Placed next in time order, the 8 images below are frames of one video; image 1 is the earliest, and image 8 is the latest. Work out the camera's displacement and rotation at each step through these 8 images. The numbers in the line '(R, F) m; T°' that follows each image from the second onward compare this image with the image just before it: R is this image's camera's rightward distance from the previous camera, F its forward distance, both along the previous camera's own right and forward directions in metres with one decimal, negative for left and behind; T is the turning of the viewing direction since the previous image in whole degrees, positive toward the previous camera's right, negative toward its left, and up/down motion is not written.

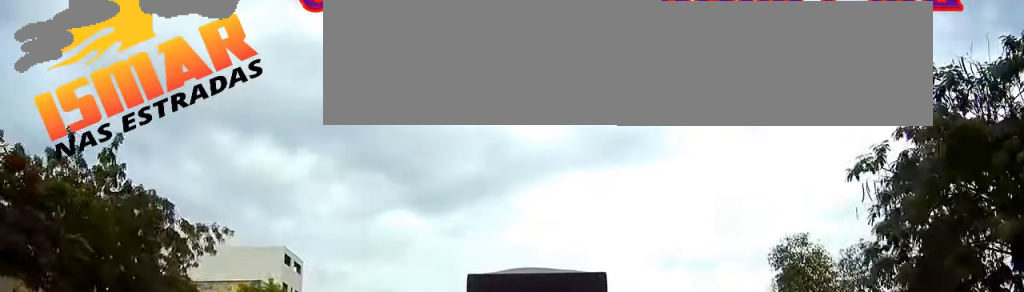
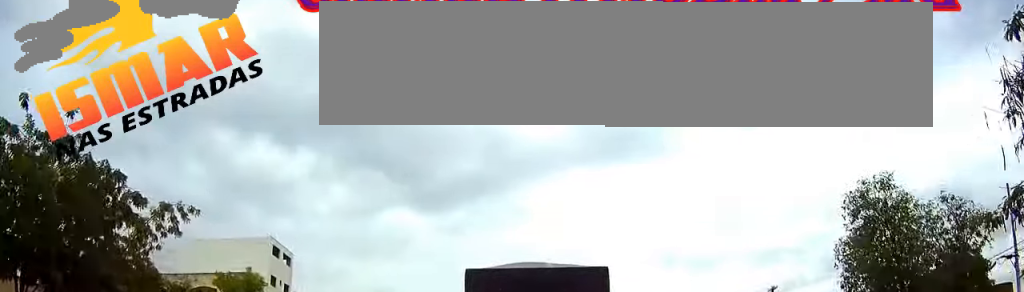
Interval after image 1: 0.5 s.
(+0.1, +3.6) m; 0°
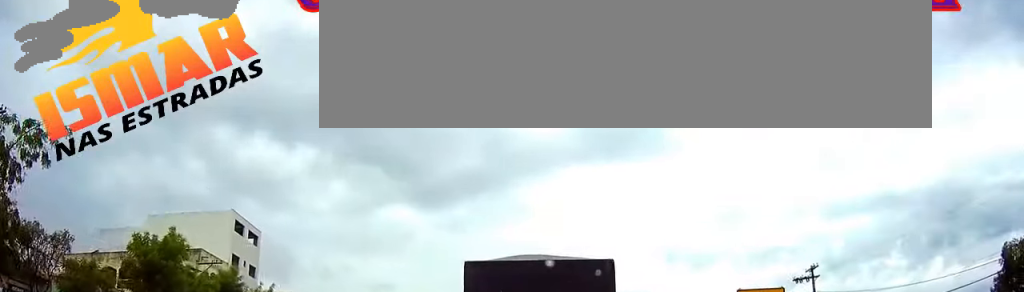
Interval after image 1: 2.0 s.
(-0.2, +10.2) m; -1°
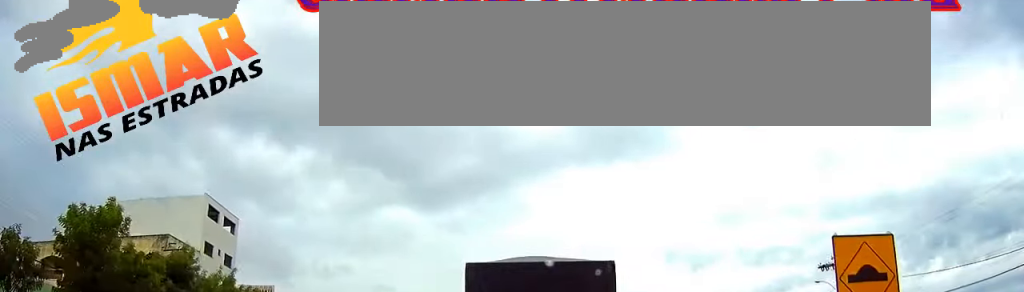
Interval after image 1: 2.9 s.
(+0.1, +5.8) m; 0°
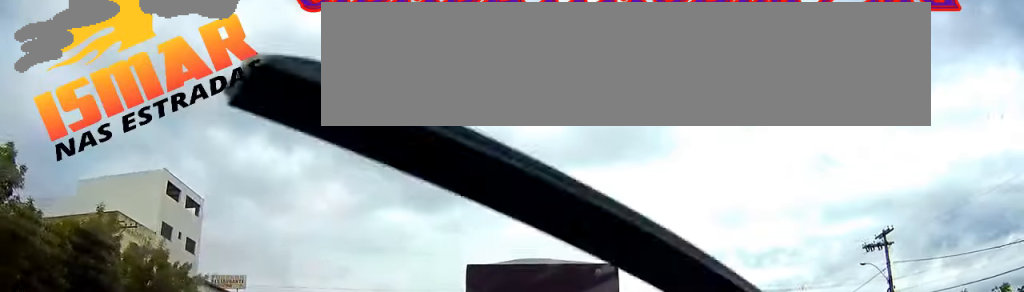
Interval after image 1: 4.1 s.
(0.0, +7.7) m; -1°
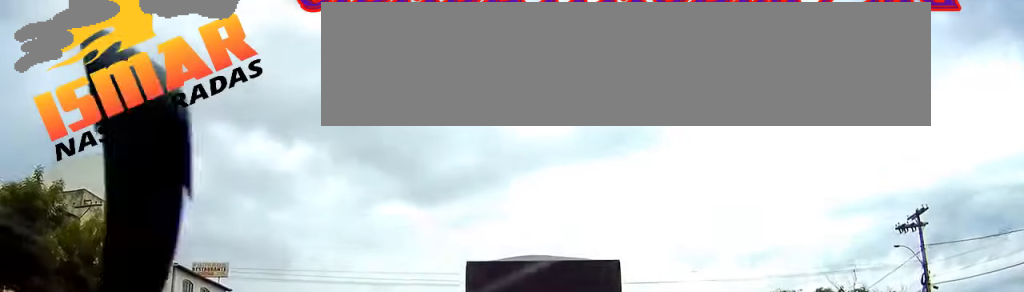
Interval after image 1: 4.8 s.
(-0.1, +4.5) m; 0°
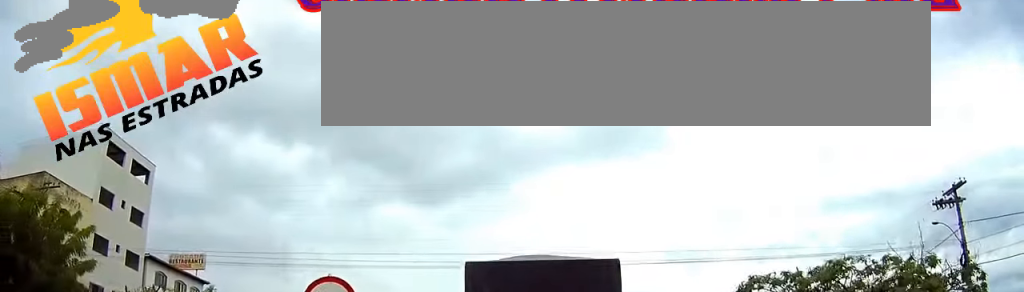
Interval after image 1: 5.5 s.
(+0.1, +4.5) m; +1°
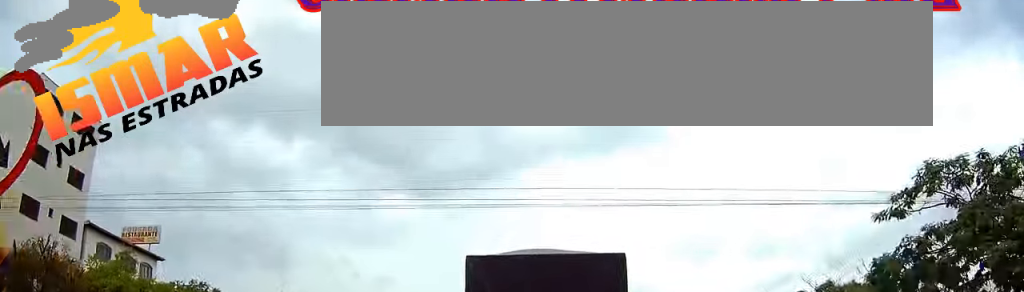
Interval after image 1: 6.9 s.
(0.0, +8.4) m; 0°
